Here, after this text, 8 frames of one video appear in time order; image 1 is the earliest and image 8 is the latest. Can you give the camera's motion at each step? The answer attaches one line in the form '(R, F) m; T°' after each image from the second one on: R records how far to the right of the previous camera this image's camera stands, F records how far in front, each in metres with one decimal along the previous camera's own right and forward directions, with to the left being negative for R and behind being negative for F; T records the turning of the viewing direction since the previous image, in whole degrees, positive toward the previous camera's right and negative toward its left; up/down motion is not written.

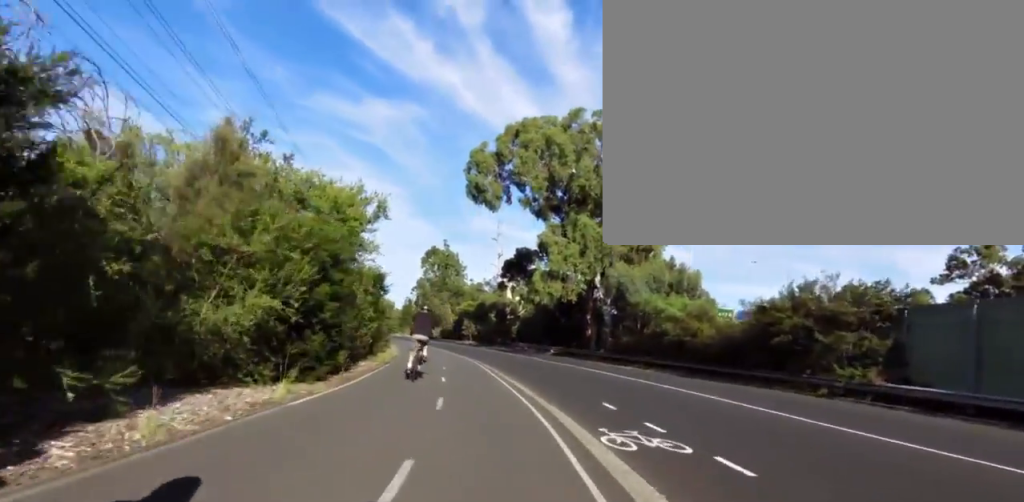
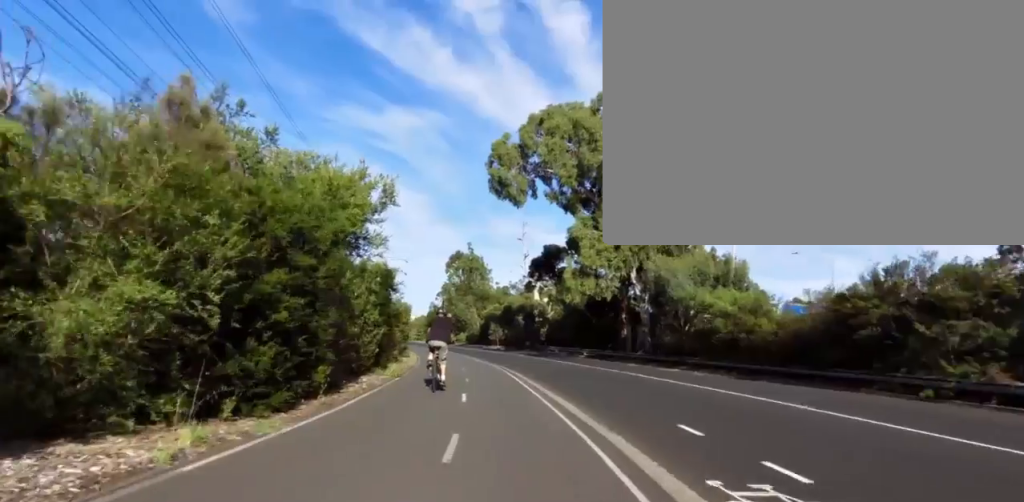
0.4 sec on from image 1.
(0.0, +3.4) m; +3°
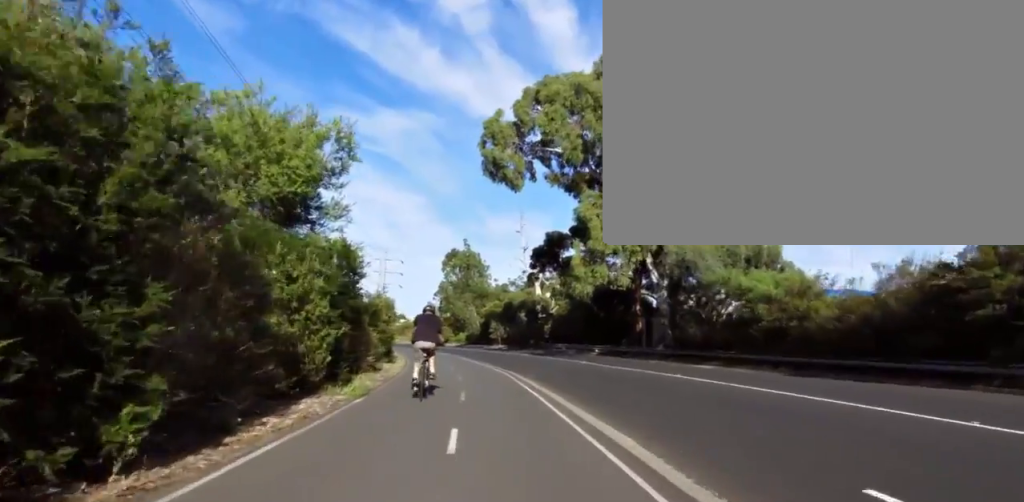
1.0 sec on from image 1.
(-0.3, +5.1) m; +5°
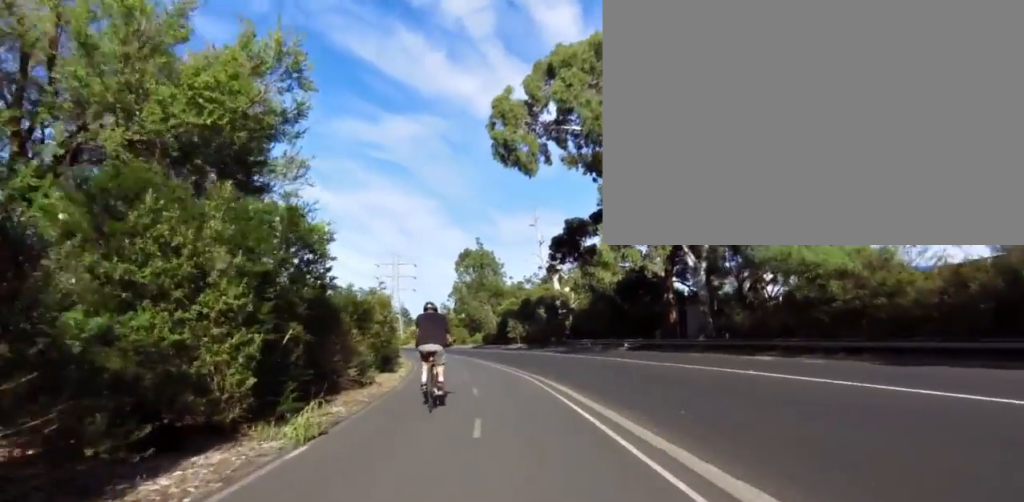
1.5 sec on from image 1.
(+0.6, +4.4) m; 0°
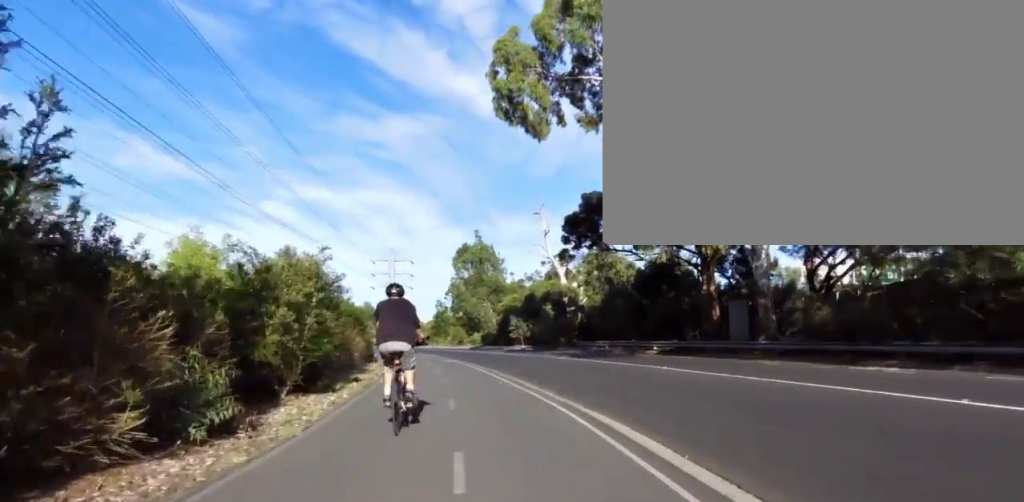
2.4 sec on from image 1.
(+0.1, +7.9) m; -4°
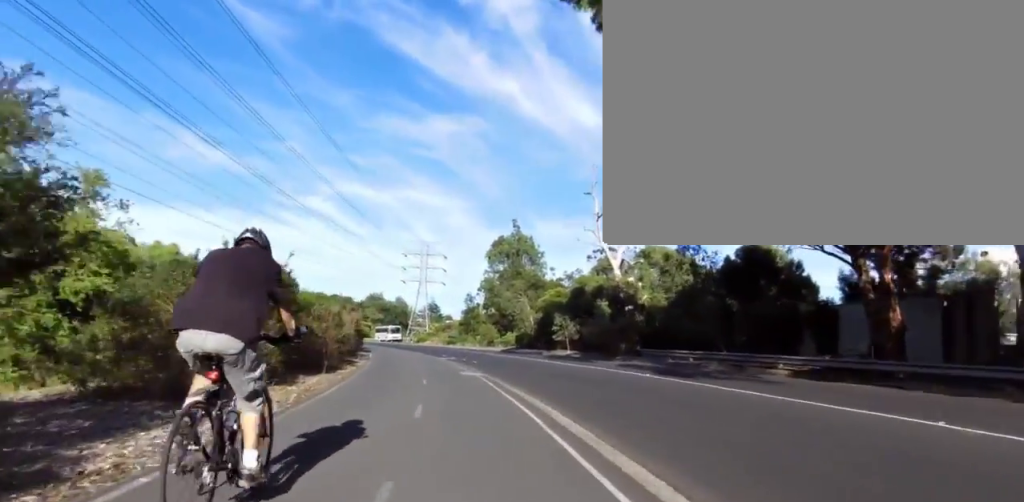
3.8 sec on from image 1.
(-1.2, +12.6) m; -6°
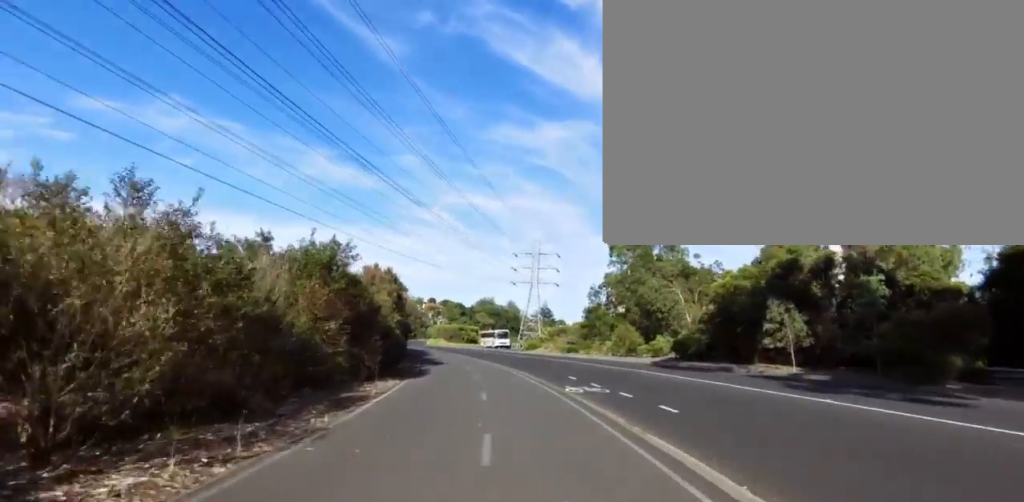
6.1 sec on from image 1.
(-3.3, +19.0) m; -21°
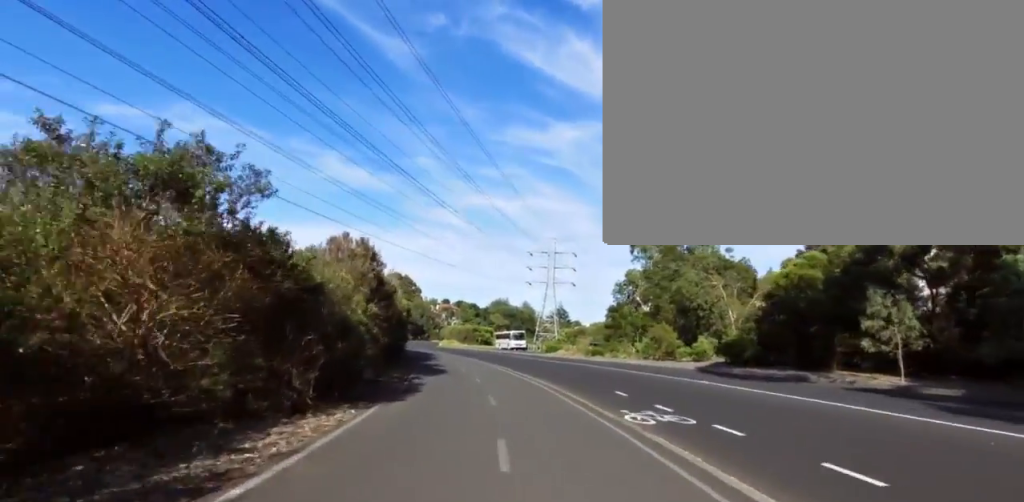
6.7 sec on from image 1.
(-0.1, +5.5) m; +6°
